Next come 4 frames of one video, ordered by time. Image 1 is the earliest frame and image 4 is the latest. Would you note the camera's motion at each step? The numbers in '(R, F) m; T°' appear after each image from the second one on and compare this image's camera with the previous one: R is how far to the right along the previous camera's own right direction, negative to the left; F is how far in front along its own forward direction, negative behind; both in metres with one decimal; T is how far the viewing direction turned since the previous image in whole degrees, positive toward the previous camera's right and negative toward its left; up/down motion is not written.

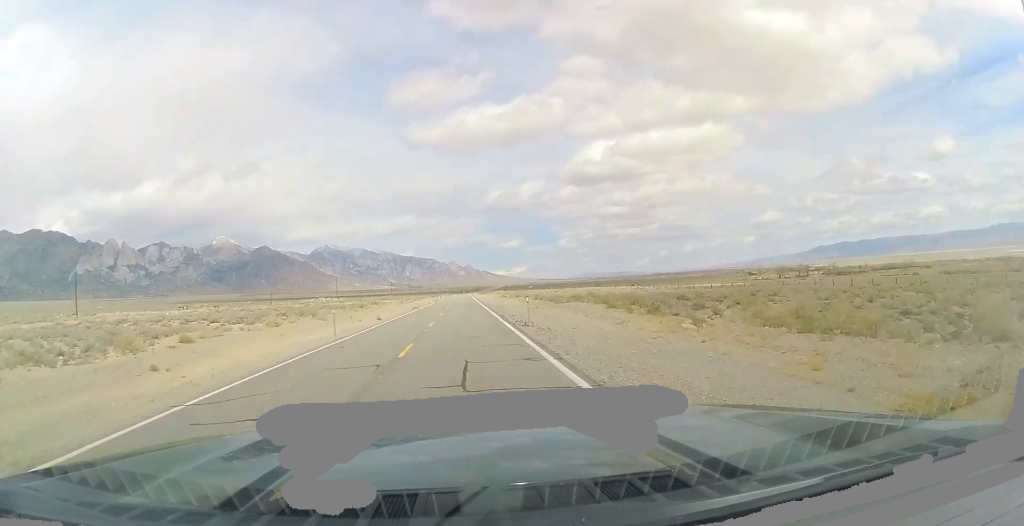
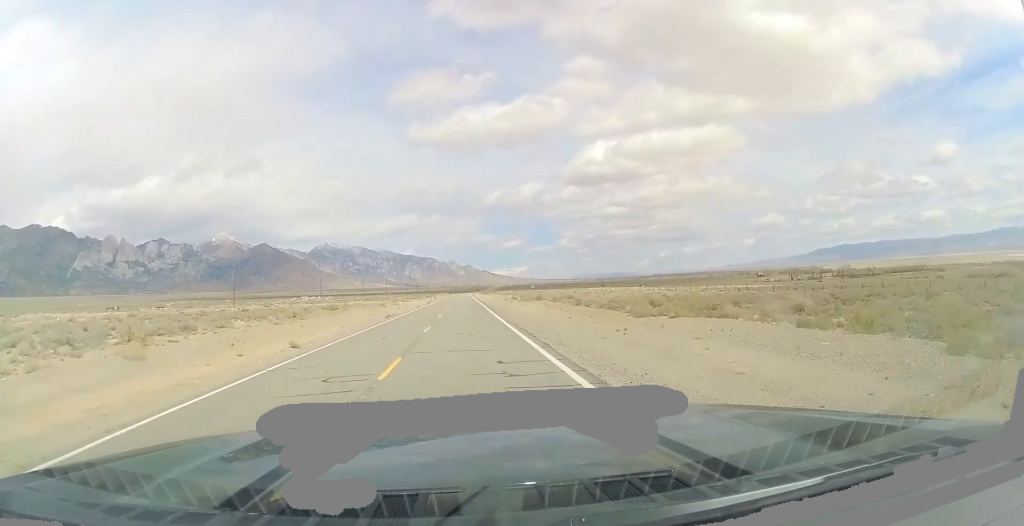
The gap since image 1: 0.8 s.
(-0.1, +28.2) m; 0°
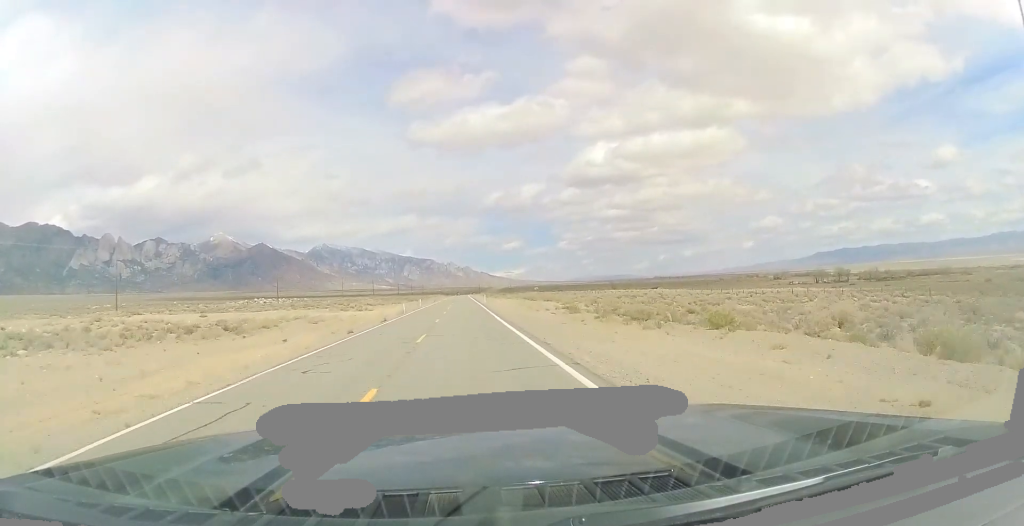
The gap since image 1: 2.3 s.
(0.0, +53.2) m; 0°
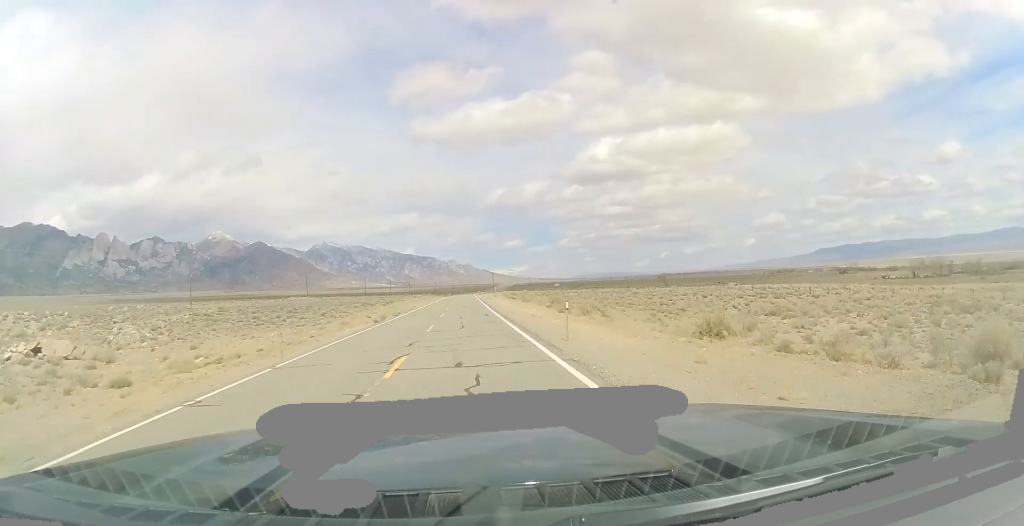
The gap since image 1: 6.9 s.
(-0.1, +154.9) m; 0°
